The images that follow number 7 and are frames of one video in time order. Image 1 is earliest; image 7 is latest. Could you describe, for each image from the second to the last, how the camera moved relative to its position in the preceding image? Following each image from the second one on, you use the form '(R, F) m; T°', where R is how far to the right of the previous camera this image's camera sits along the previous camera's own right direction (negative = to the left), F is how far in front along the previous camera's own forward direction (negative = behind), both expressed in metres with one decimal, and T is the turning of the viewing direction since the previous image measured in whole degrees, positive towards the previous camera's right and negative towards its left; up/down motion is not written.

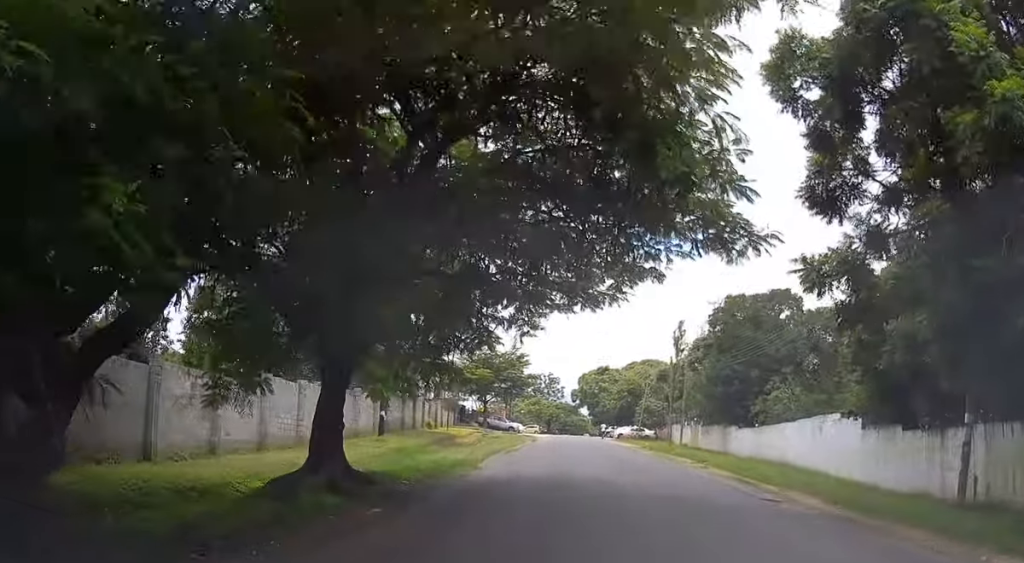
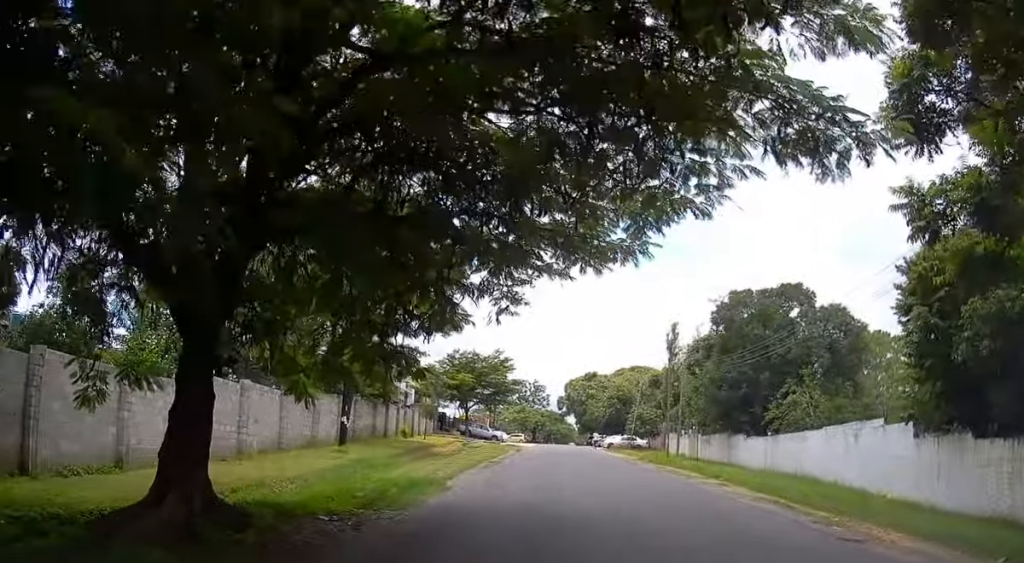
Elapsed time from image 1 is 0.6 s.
(+0.2, +4.8) m; +1°
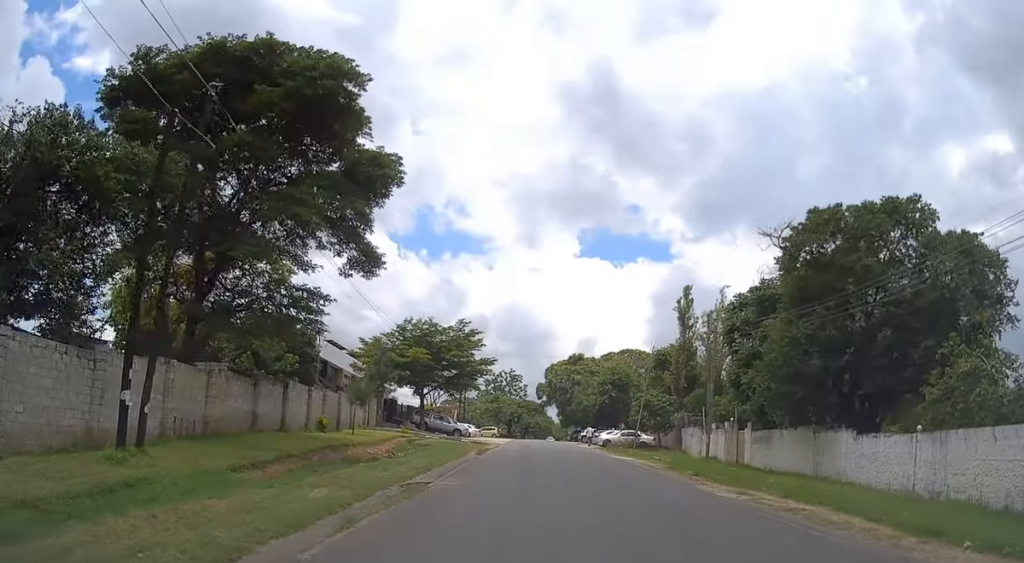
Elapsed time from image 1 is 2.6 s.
(+0.4, +16.7) m; +4°
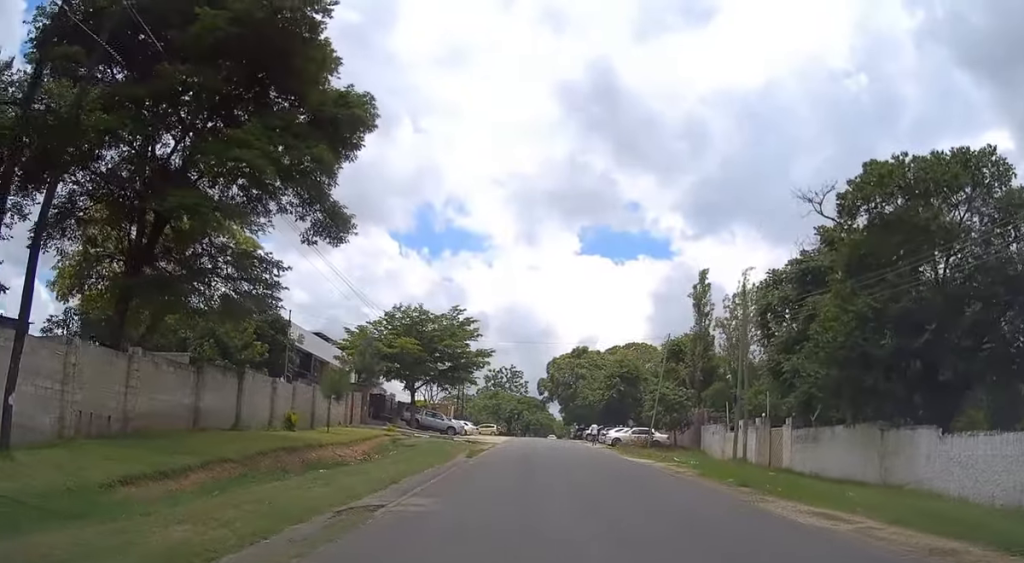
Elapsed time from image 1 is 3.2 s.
(0.0, +5.4) m; 0°
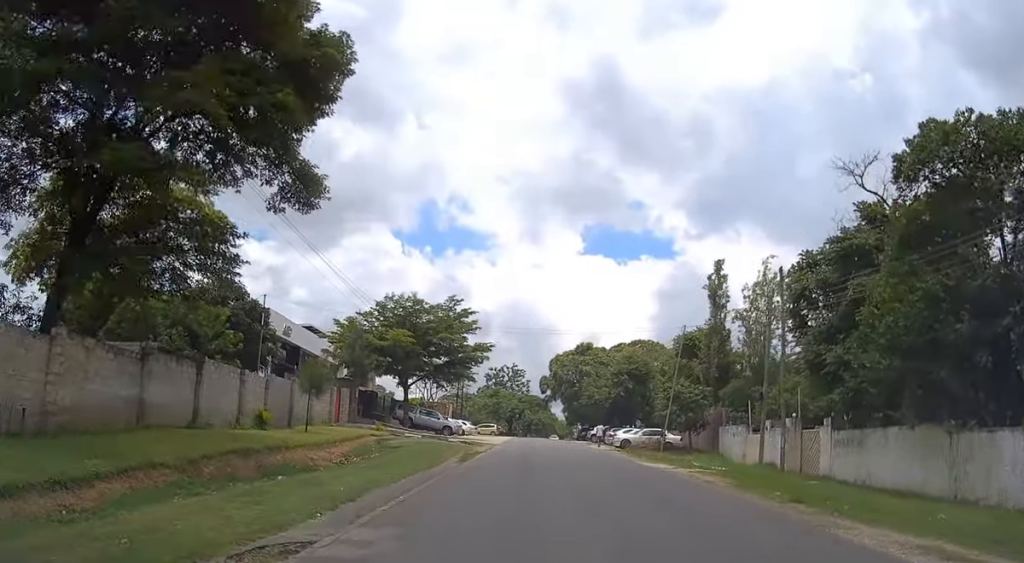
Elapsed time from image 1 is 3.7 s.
(0.0, +3.8) m; 0°
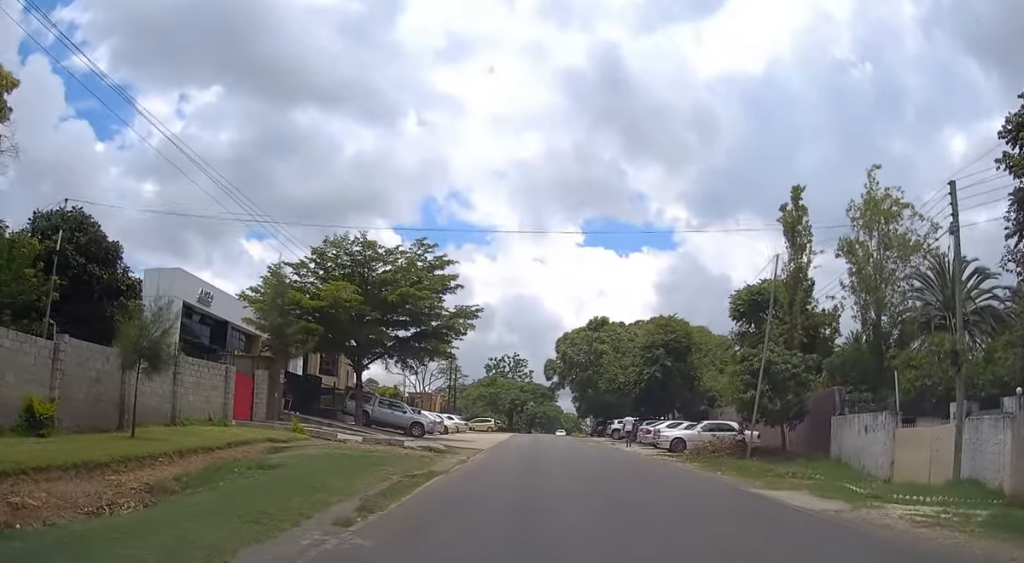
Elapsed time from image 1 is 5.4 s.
(0.0, +15.1) m; 0°
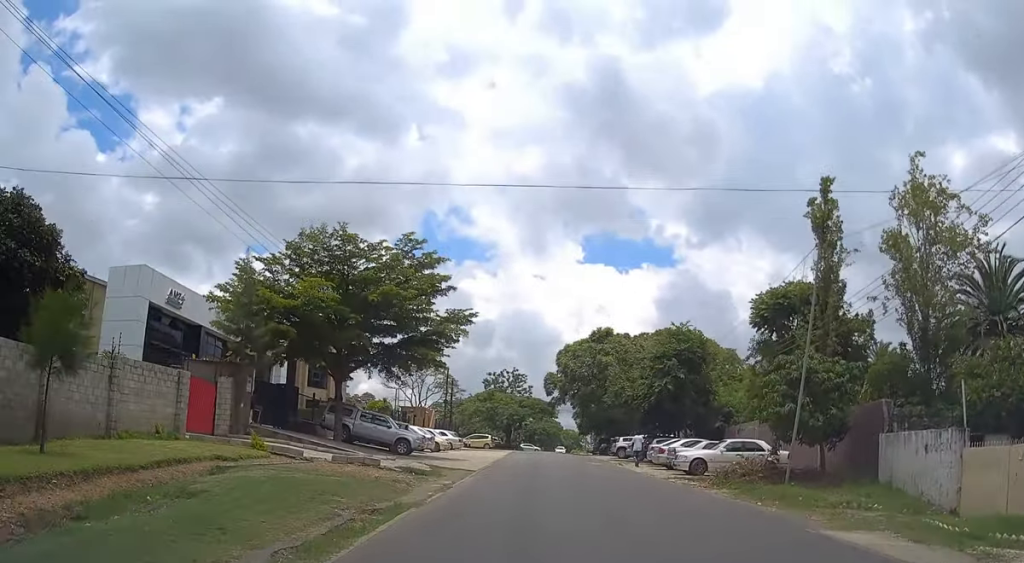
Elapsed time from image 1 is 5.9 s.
(0.0, +3.9) m; 0°
